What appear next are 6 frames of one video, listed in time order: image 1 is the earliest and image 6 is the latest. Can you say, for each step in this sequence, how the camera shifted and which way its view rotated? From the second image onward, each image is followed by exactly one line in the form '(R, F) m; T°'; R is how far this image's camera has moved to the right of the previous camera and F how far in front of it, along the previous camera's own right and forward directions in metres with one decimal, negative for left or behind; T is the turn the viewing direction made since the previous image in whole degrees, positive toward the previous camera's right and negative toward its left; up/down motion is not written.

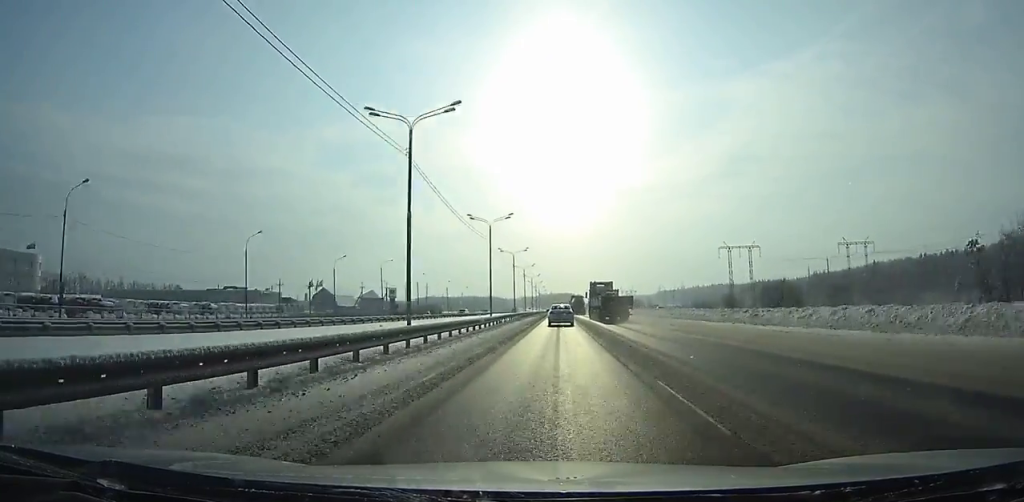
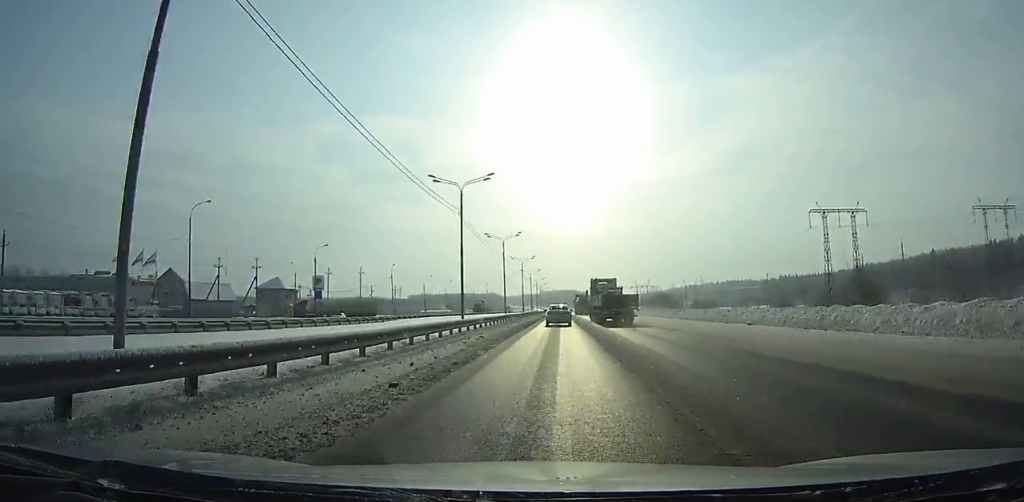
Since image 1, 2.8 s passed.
(-0.1, +69.2) m; 0°
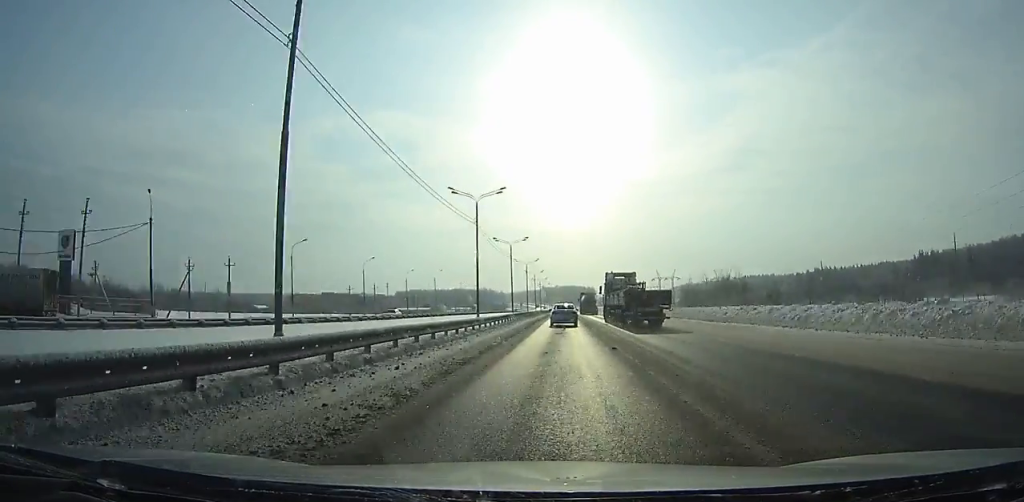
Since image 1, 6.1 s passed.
(-0.1, +83.2) m; 0°
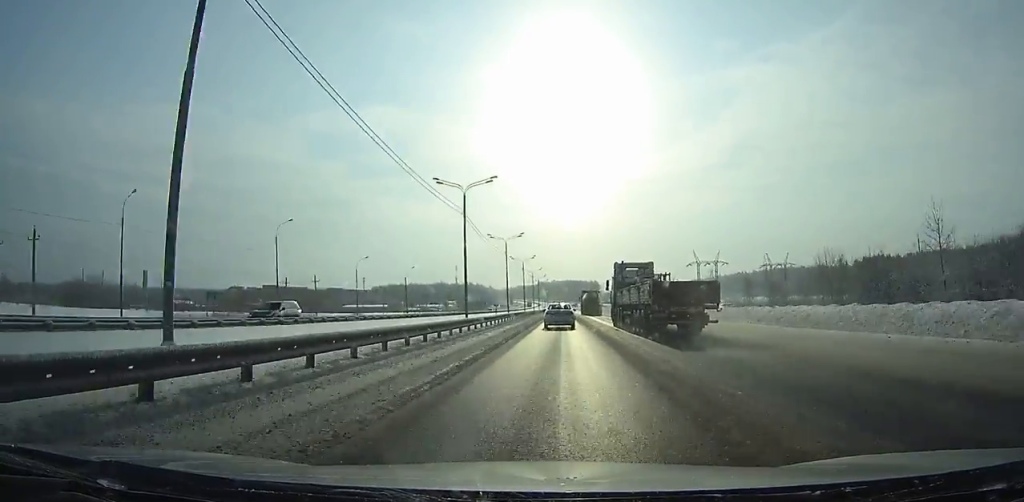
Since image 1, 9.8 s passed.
(0.0, +95.1) m; 0°
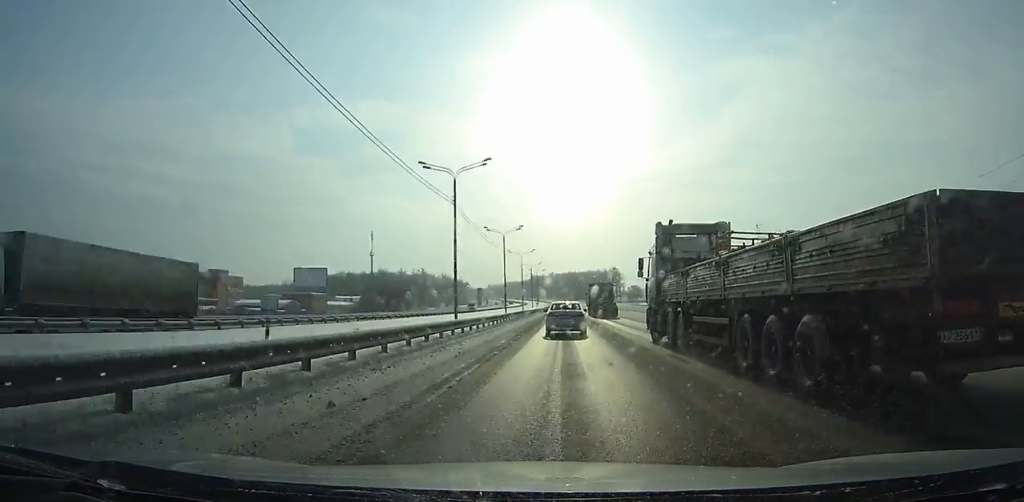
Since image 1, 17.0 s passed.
(+0.1, +186.1) m; 0°
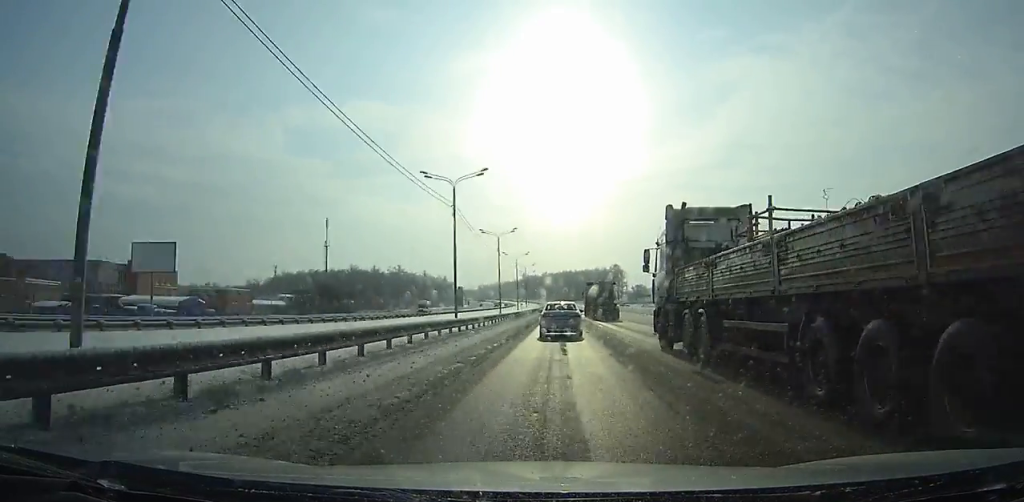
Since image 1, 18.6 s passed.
(+0.1, +40.8) m; 0°
